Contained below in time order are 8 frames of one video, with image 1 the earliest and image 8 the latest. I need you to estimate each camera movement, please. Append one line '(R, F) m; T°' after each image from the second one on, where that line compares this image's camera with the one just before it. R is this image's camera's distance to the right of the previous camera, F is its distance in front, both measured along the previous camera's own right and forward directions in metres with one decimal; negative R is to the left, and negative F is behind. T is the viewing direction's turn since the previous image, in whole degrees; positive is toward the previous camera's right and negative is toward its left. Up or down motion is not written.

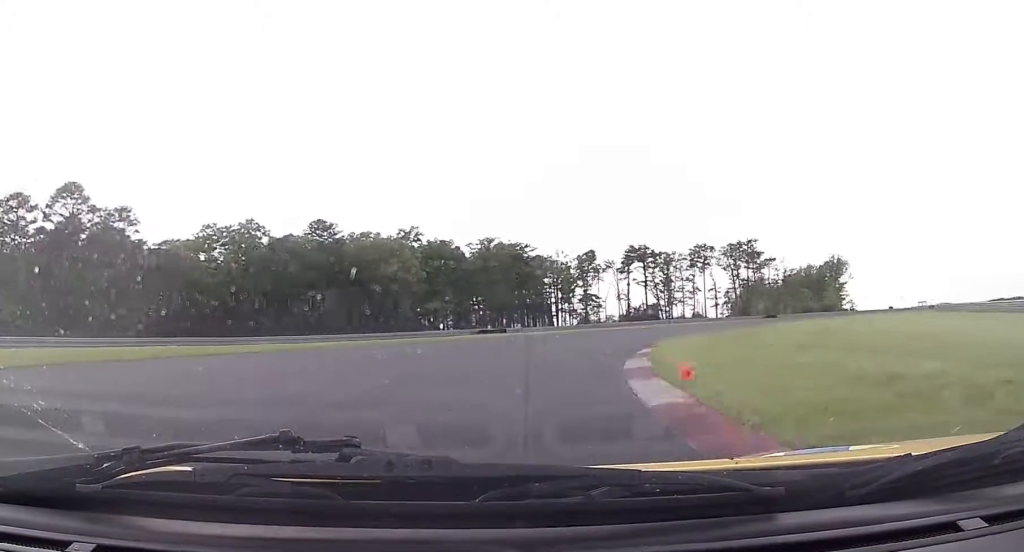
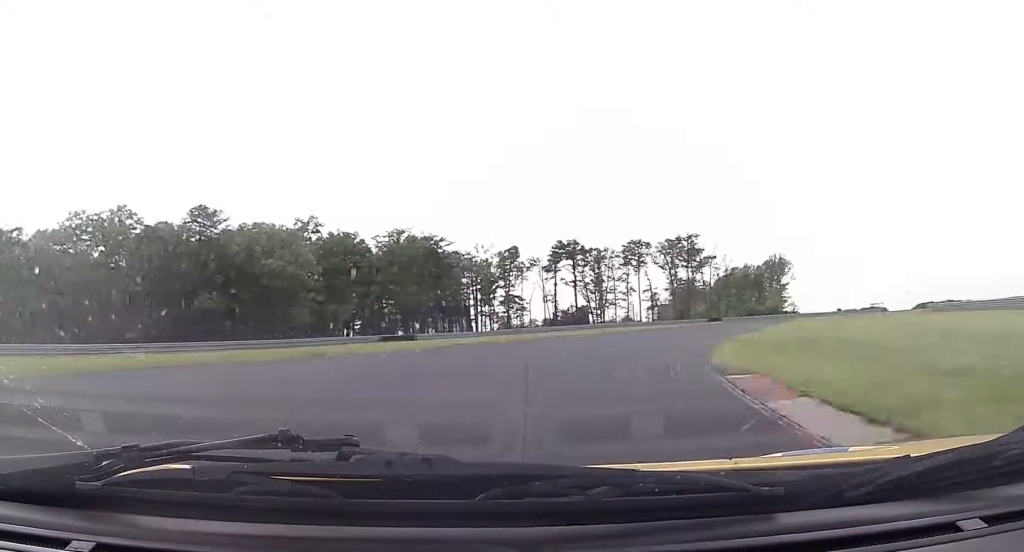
(+1.0, +17.3) m; +8°
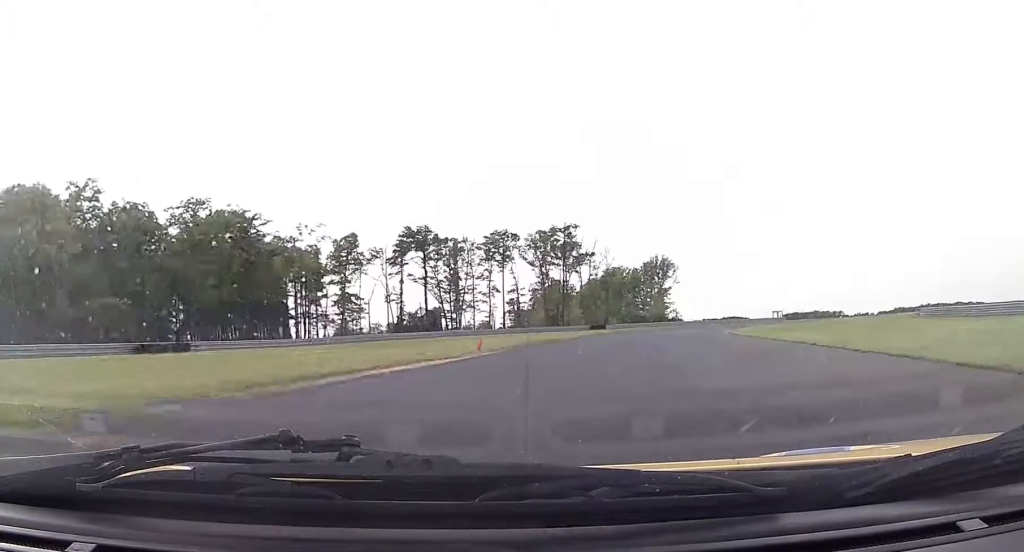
(+3.3, +28.5) m; +12°
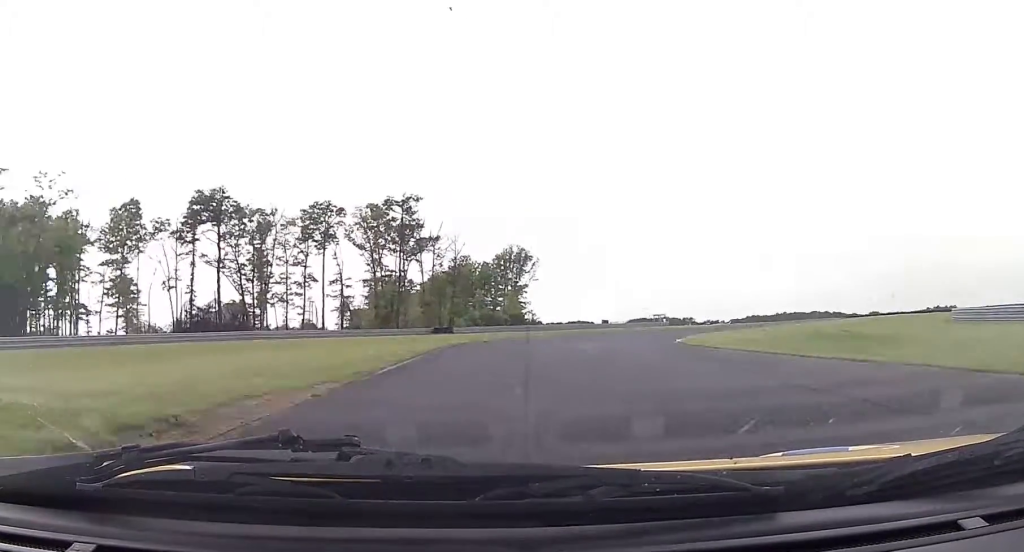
(+3.3, +29.2) m; +13°
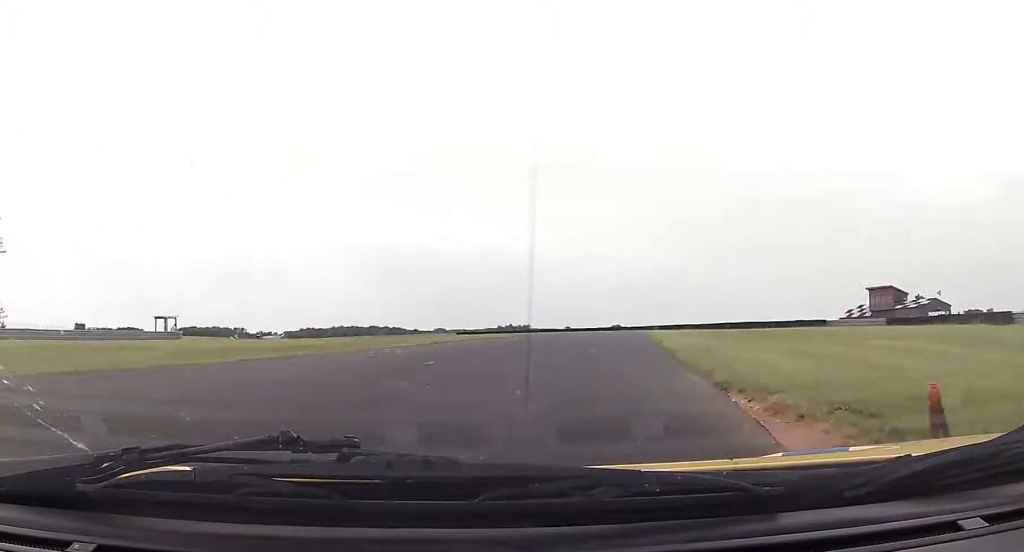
(+17.2, +62.3) m; +32°
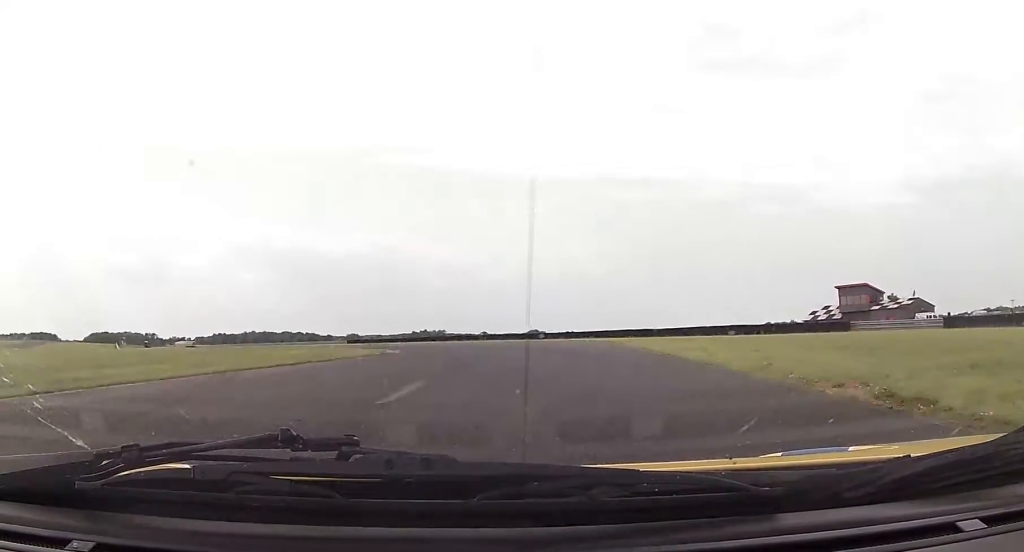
(+3.6, +27.1) m; +9°
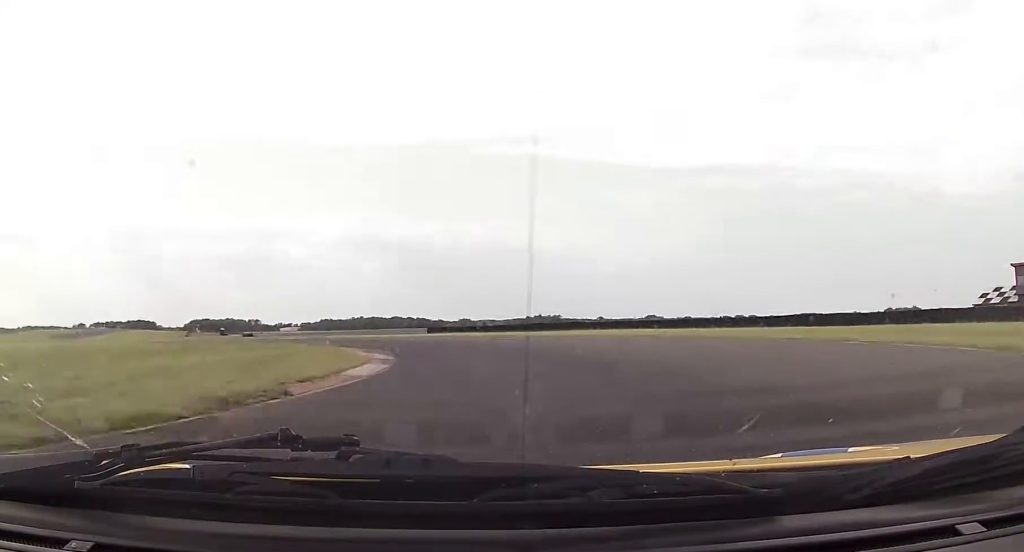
(+0.9, +26.3) m; -3°
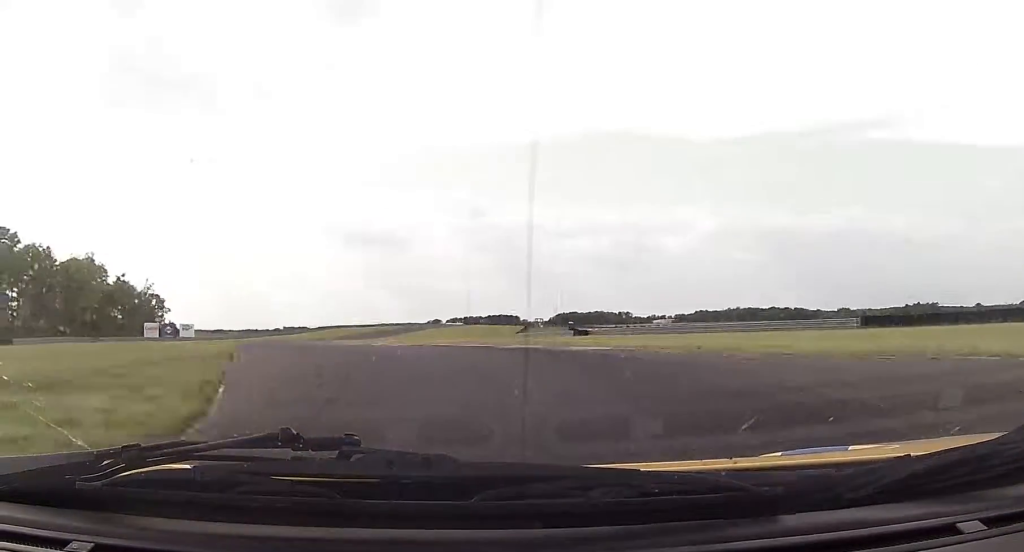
(-6.4, +38.4) m; -25°
